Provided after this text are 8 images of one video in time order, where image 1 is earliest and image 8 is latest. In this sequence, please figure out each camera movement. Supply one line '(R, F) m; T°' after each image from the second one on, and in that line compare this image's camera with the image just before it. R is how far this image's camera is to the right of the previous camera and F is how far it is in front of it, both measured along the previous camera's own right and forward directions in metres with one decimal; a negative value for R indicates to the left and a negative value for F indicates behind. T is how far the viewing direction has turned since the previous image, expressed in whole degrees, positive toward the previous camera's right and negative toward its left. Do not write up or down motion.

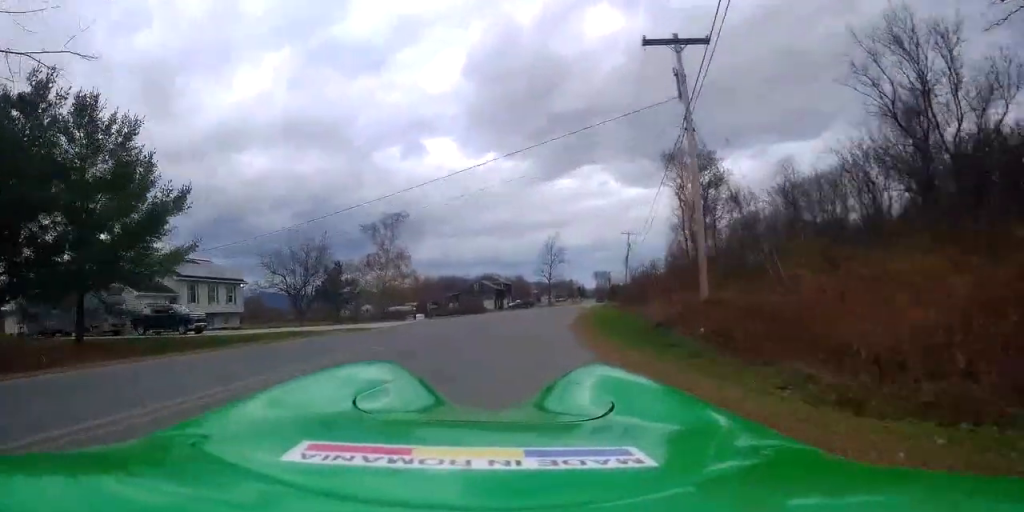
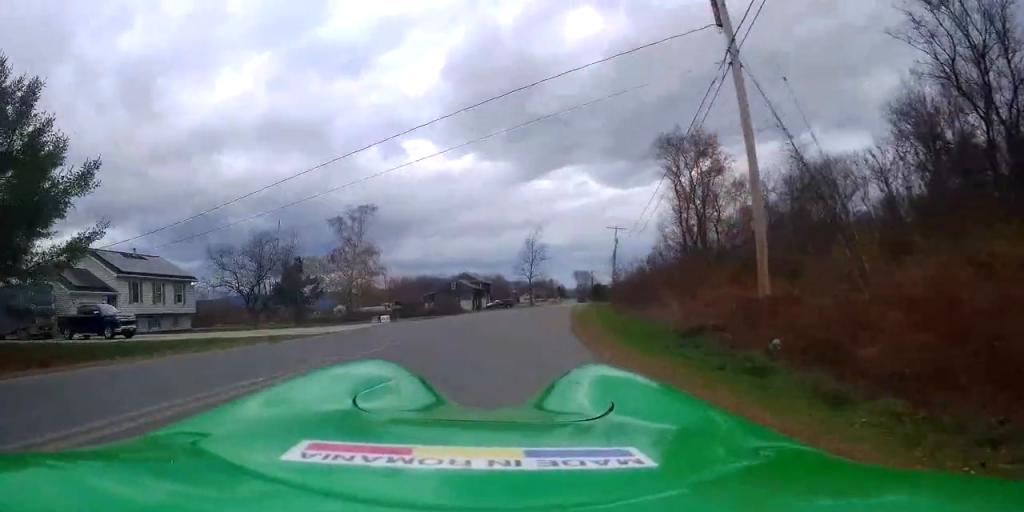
(+0.2, +6.1) m; +3°
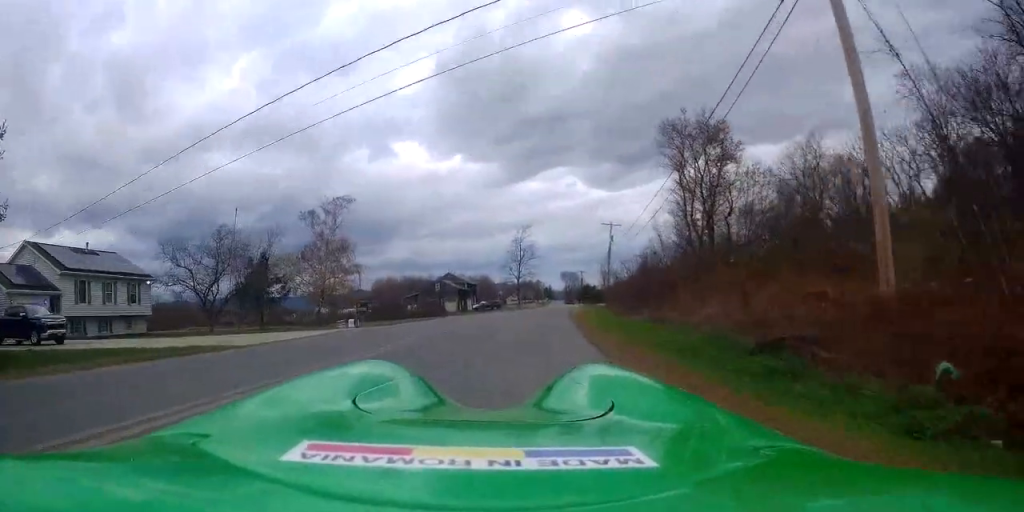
(-0.1, +5.2) m; +3°
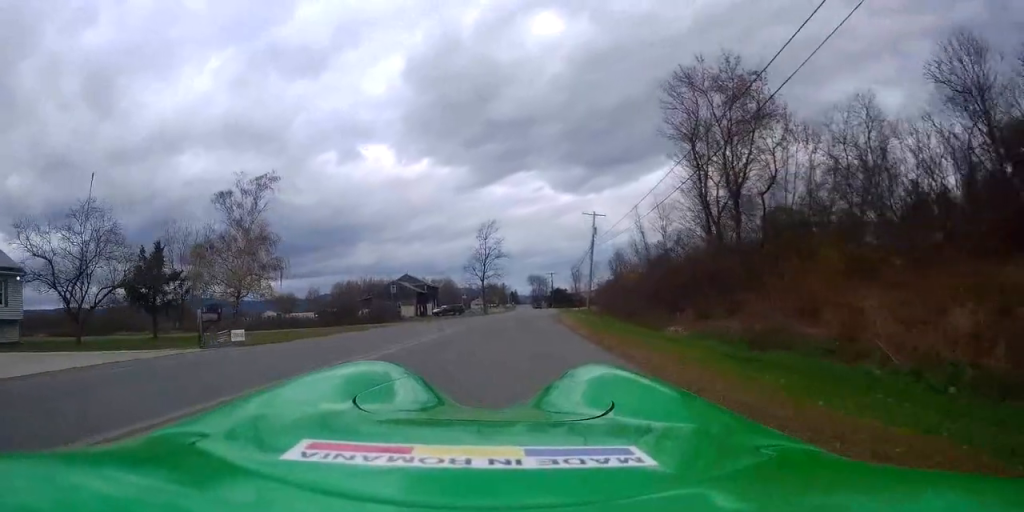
(+0.9, +12.3) m; +4°
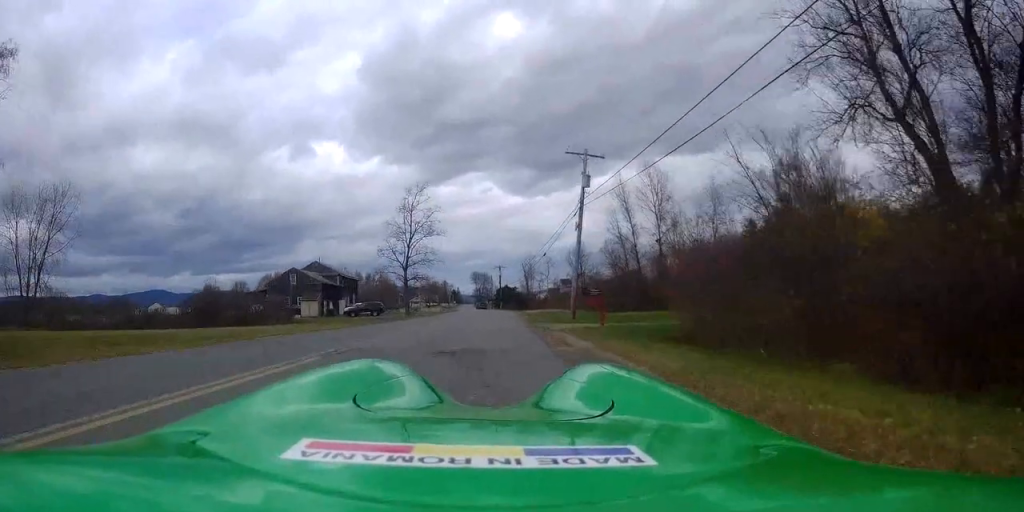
(+0.3, +26.4) m; +3°
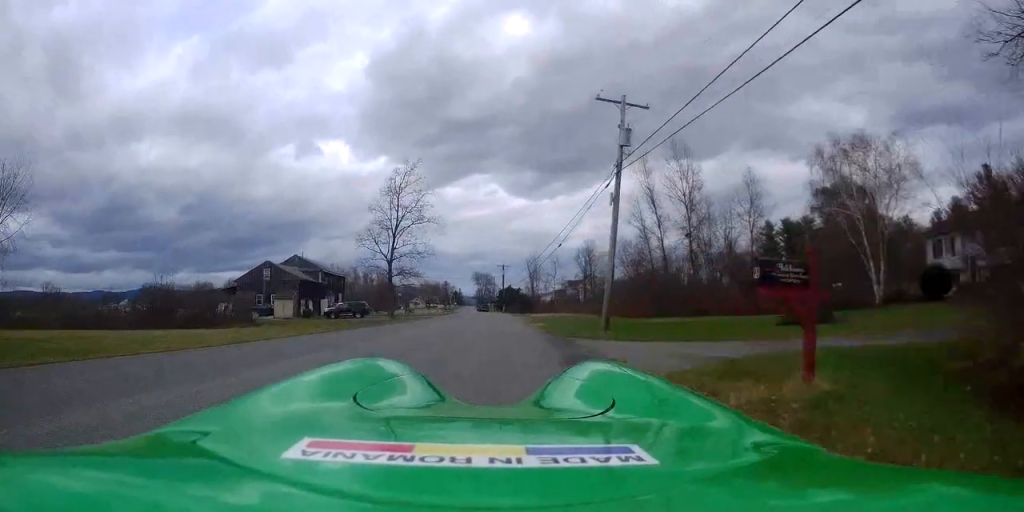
(+0.2, +10.1) m; +1°
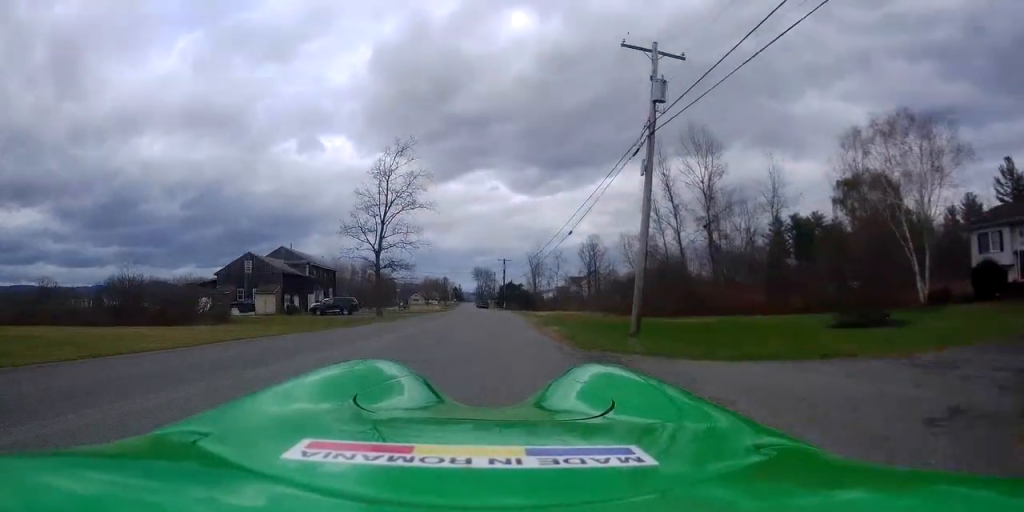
(+0.1, +5.5) m; -1°
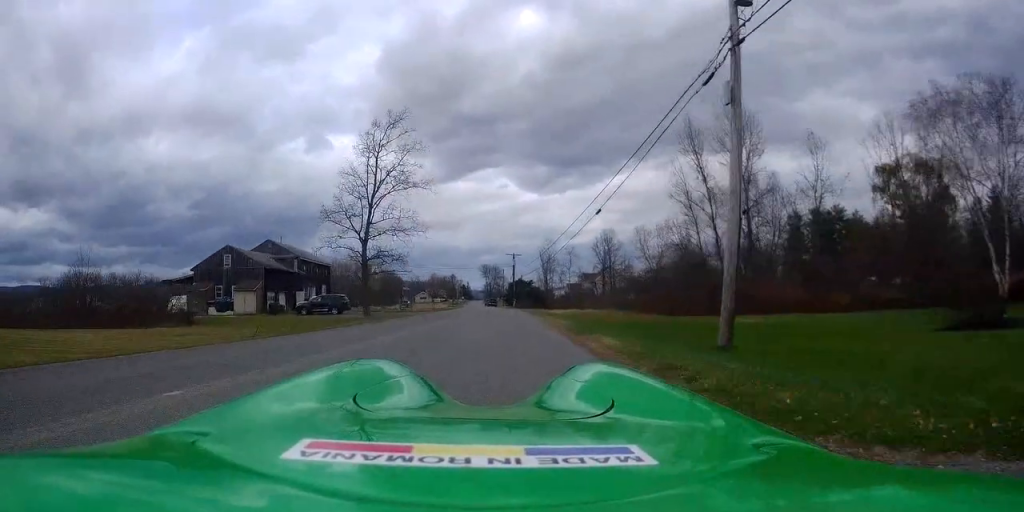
(-0.2, +7.2) m; 0°
